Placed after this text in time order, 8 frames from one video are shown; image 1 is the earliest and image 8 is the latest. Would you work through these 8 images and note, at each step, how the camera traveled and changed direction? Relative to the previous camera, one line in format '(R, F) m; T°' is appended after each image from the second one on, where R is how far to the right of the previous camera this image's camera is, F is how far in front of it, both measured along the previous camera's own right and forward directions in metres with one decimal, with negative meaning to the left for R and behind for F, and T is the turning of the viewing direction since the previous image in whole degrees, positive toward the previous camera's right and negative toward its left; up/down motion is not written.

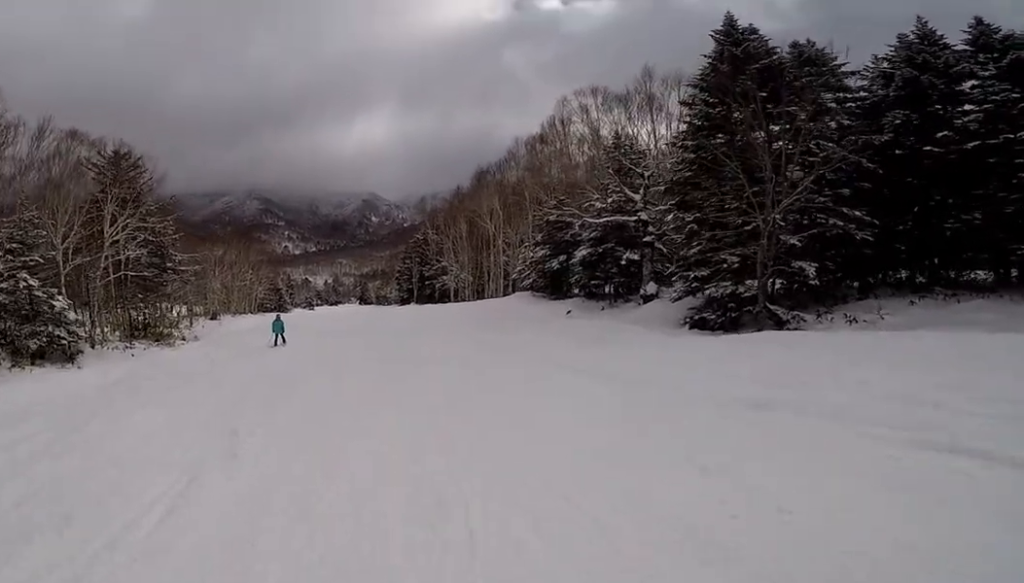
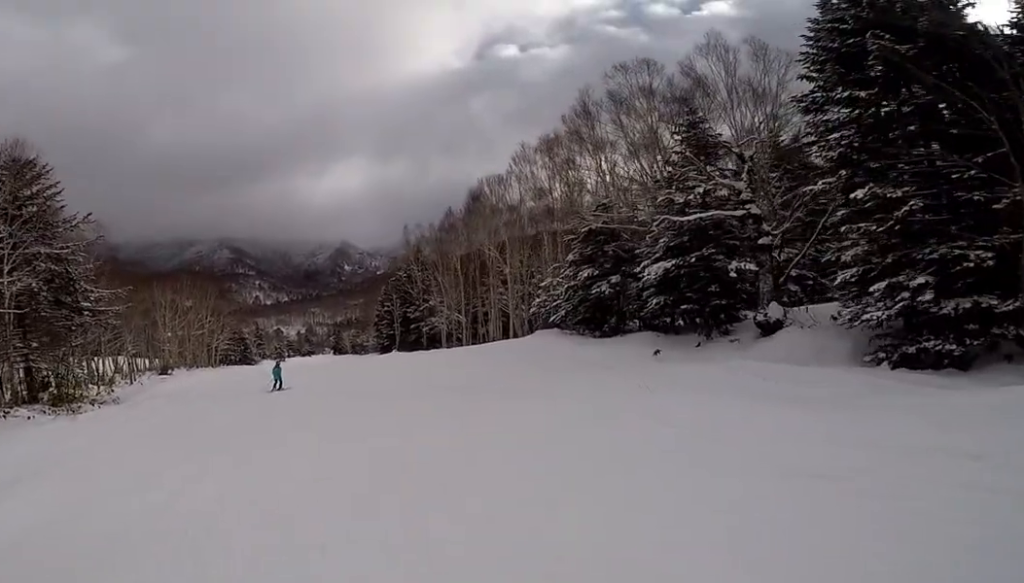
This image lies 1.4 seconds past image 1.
(-0.9, +9.3) m; +1°
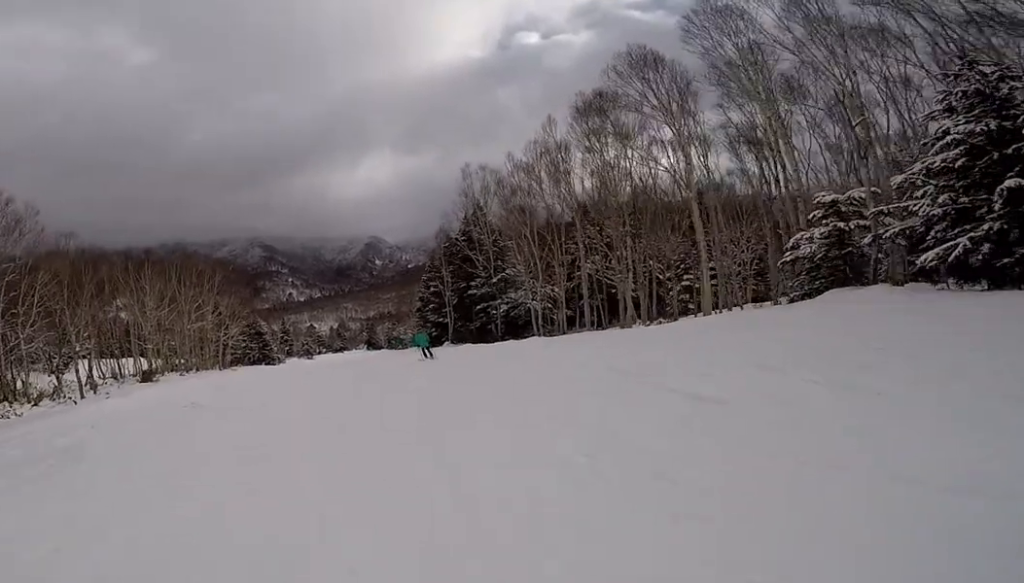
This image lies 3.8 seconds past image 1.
(-1.3, +16.3) m; -14°
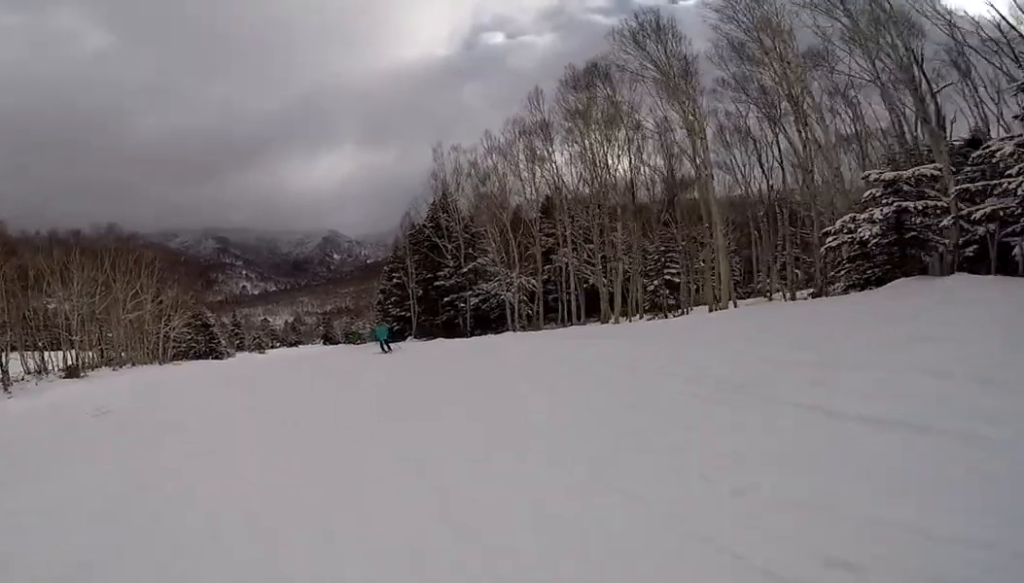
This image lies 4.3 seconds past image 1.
(+0.2, +3.4) m; +2°
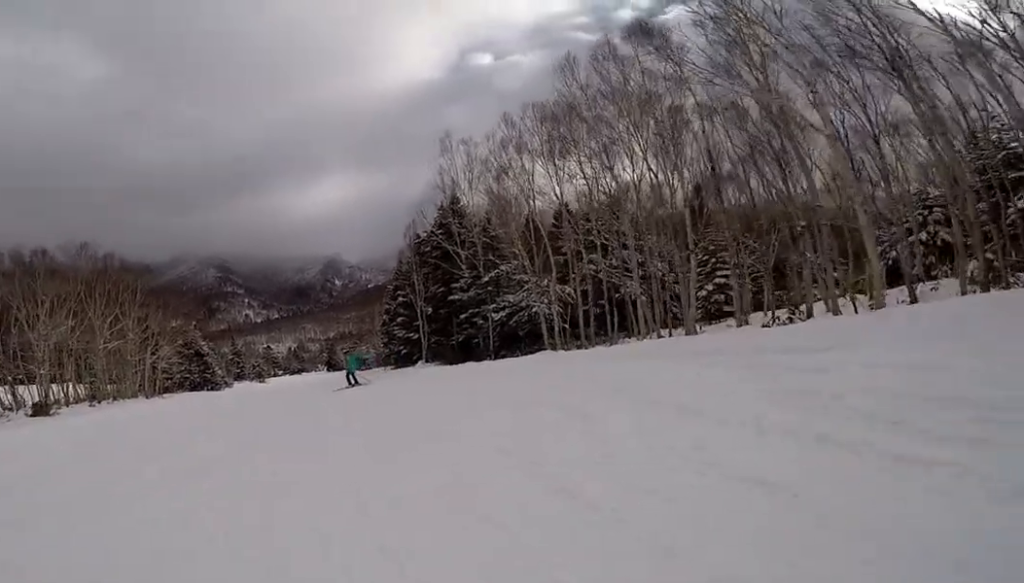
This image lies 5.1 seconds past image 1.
(+0.1, +5.1) m; -1°
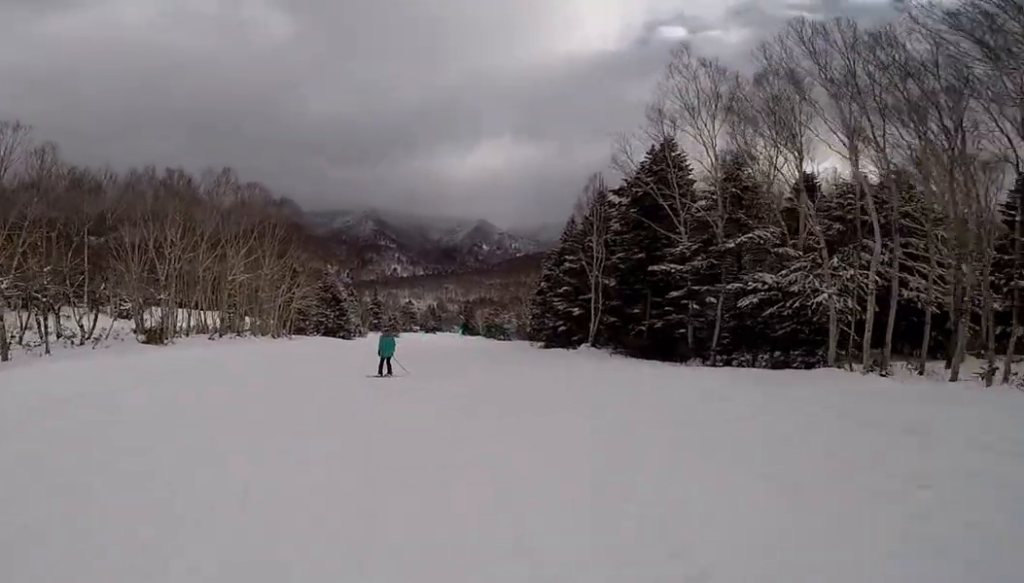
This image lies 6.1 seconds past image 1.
(-0.3, +7.7) m; -4°
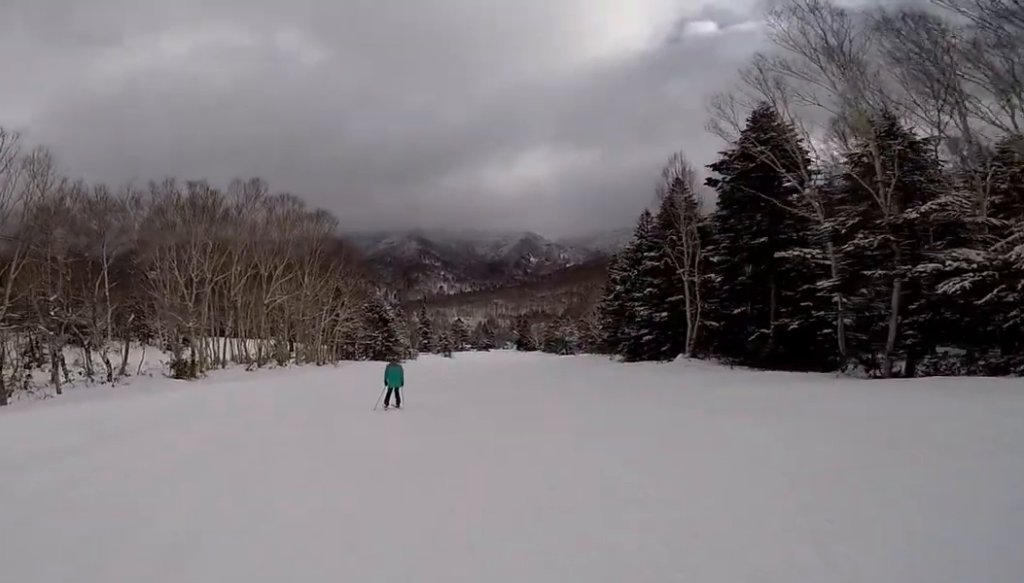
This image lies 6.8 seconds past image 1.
(-0.2, +5.1) m; -1°
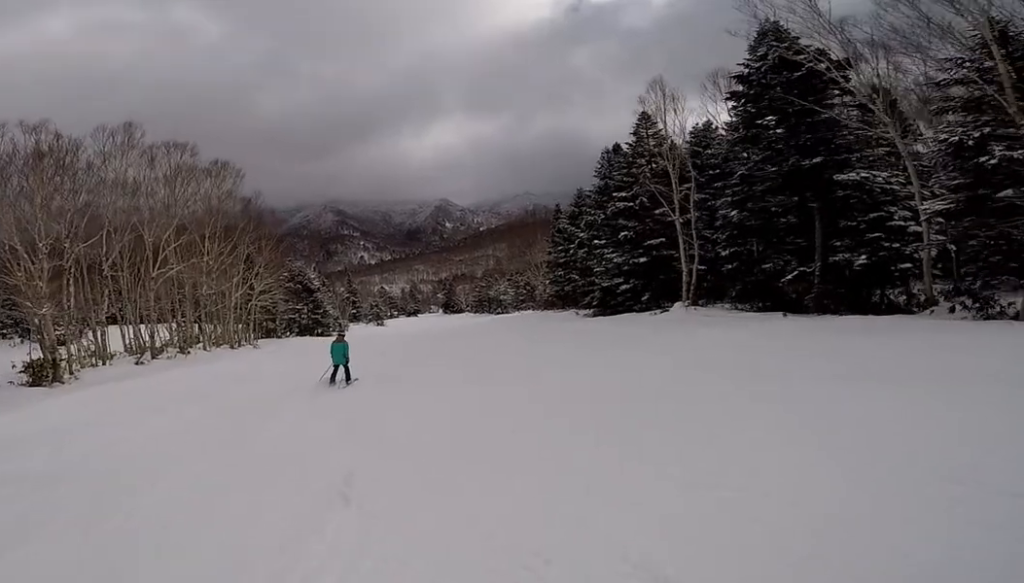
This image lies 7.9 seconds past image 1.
(+0.2, +7.3) m; +7°
